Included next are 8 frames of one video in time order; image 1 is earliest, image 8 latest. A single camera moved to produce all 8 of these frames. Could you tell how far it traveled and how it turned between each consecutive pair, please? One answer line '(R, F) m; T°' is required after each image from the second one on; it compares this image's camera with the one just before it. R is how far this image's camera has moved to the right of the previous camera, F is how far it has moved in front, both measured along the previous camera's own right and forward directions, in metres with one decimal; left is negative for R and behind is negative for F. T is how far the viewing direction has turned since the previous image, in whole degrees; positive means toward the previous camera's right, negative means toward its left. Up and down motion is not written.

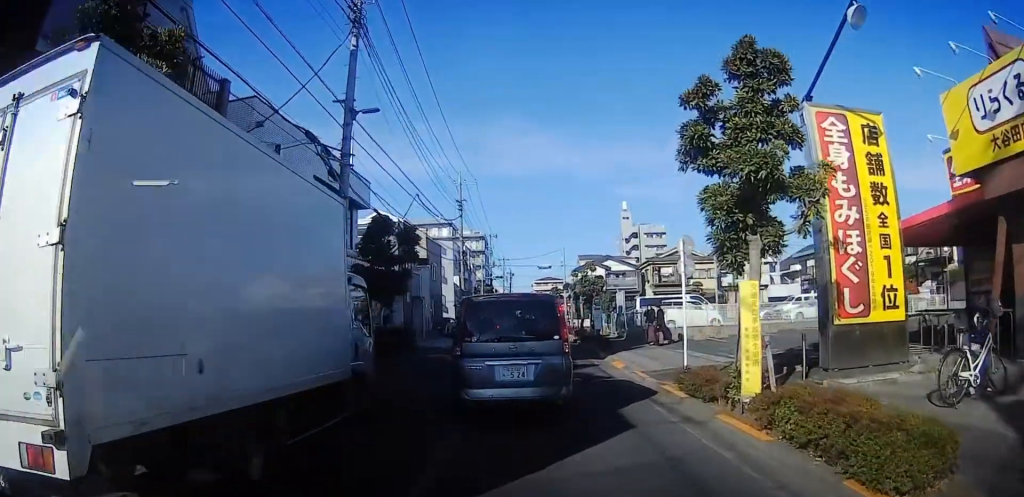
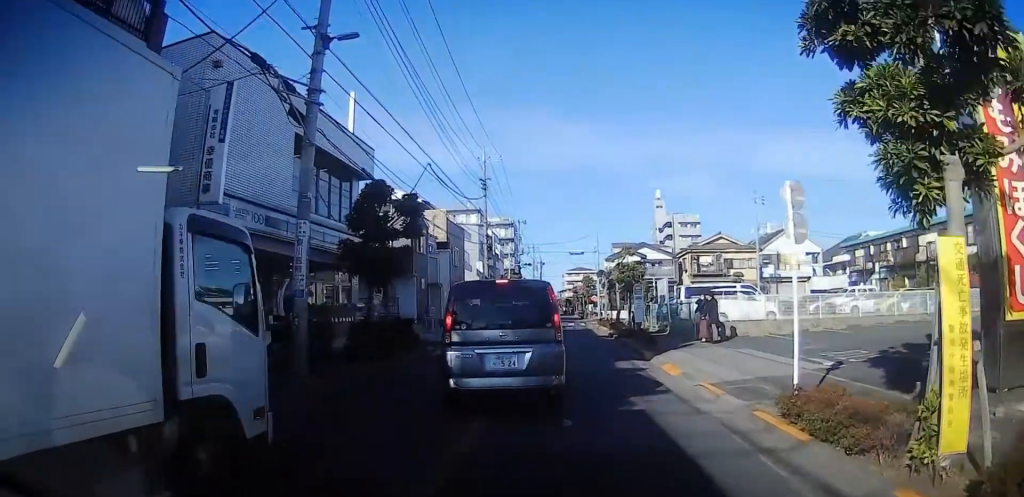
(0.0, +4.4) m; 0°
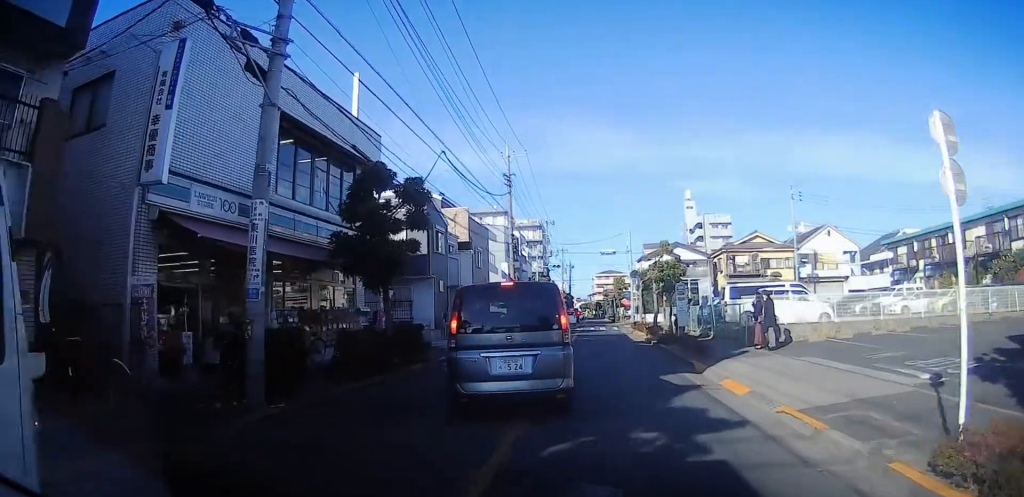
(0.0, +3.0) m; 0°
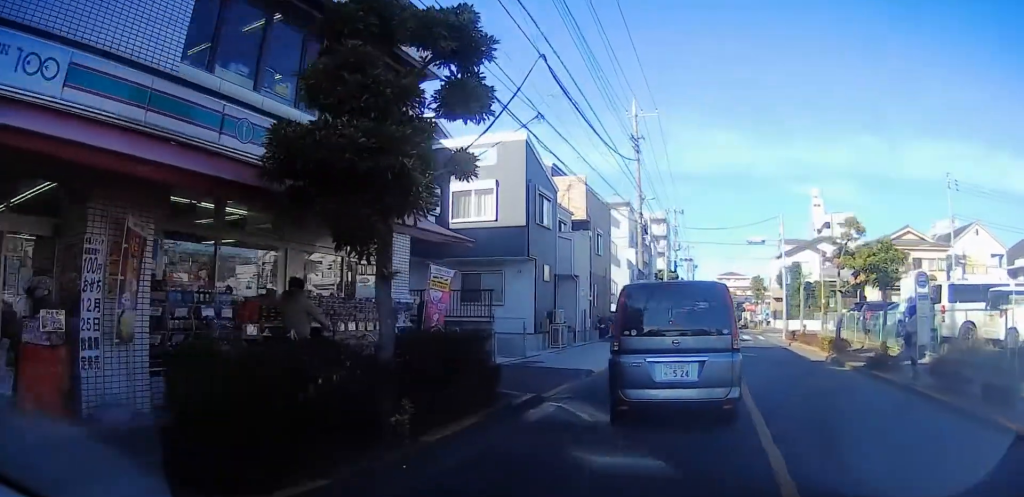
(-1.1, +8.4) m; -16°
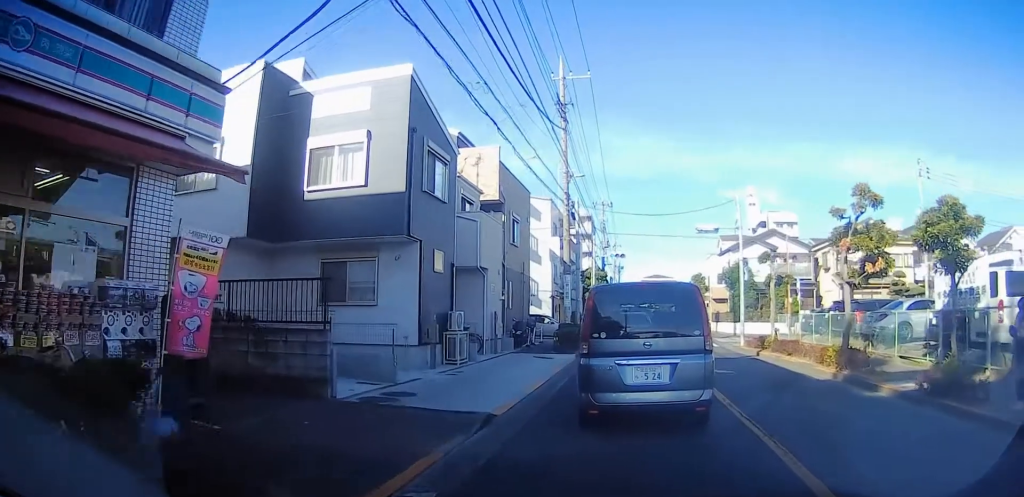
(+0.4, +6.1) m; +14°
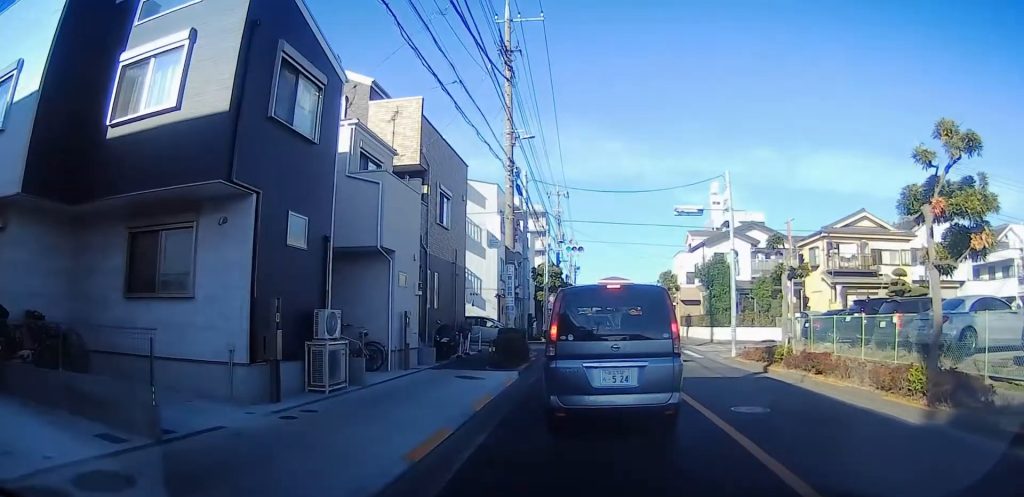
(+0.3, +5.9) m; +2°
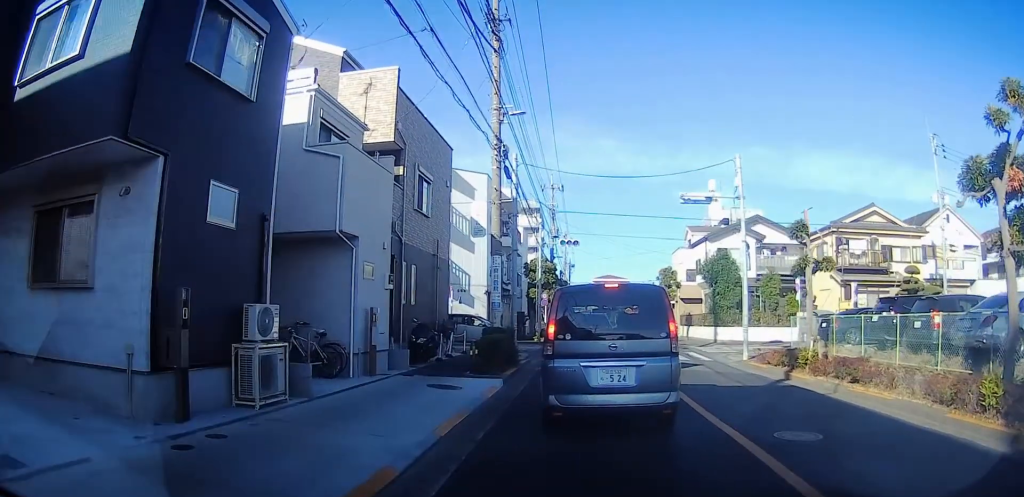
(0.0, +2.3) m; 0°
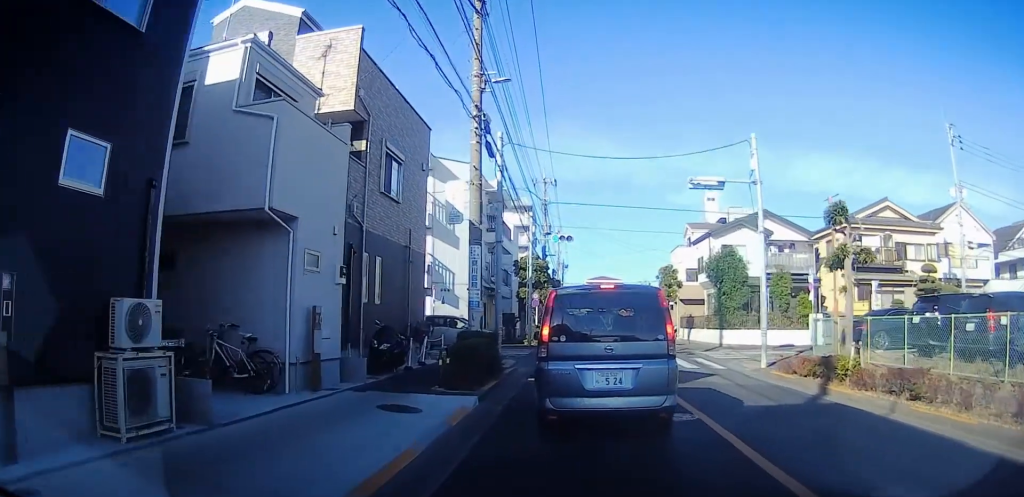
(0.0, +2.6) m; 0°
